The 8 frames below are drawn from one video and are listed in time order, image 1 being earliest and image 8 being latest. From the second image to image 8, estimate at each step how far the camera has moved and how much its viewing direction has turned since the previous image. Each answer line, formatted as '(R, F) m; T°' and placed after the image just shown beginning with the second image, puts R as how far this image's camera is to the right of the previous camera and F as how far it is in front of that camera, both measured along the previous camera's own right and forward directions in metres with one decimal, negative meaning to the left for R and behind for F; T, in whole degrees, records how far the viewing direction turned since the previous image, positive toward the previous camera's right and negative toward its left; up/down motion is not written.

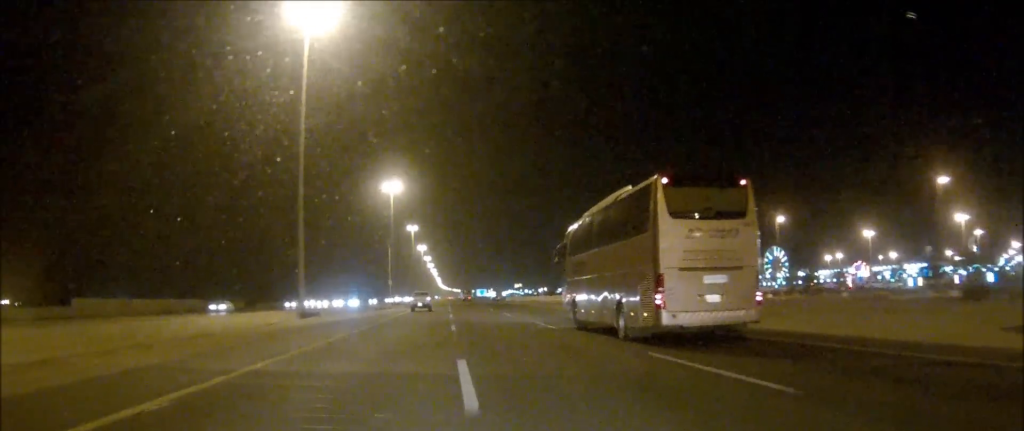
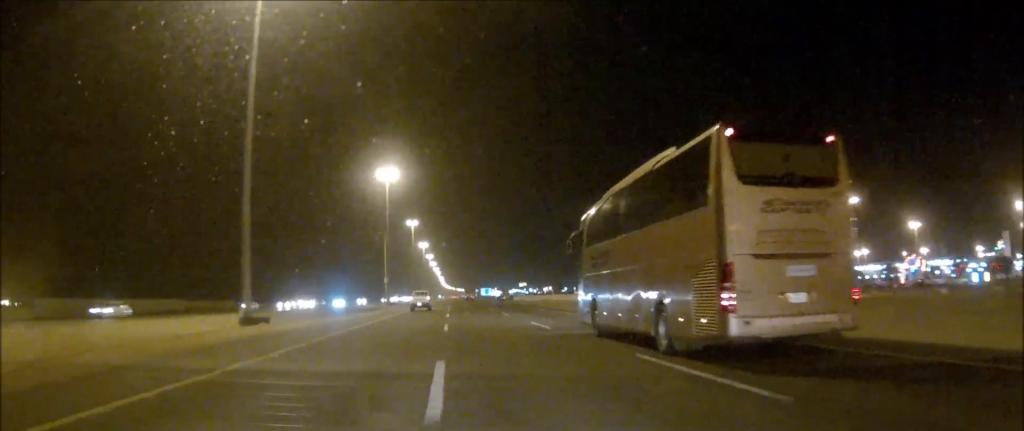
(0.0, +18.4) m; 0°
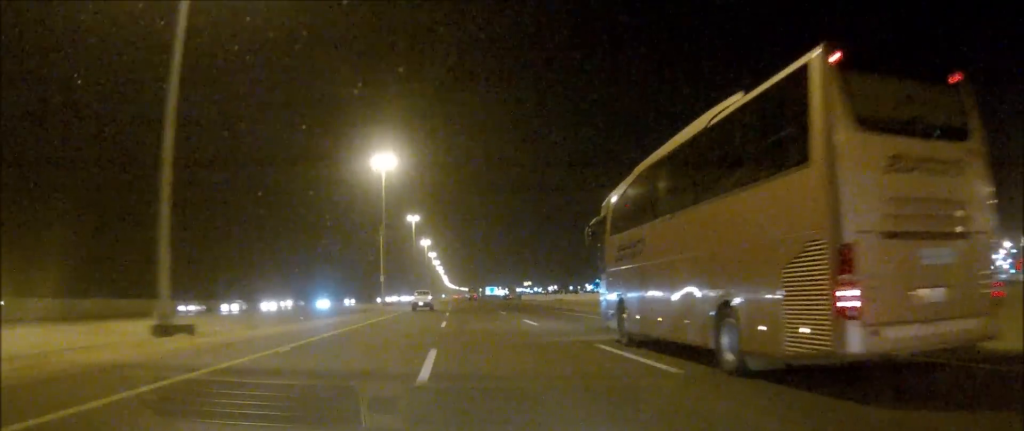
(-0.1, +14.9) m; 0°
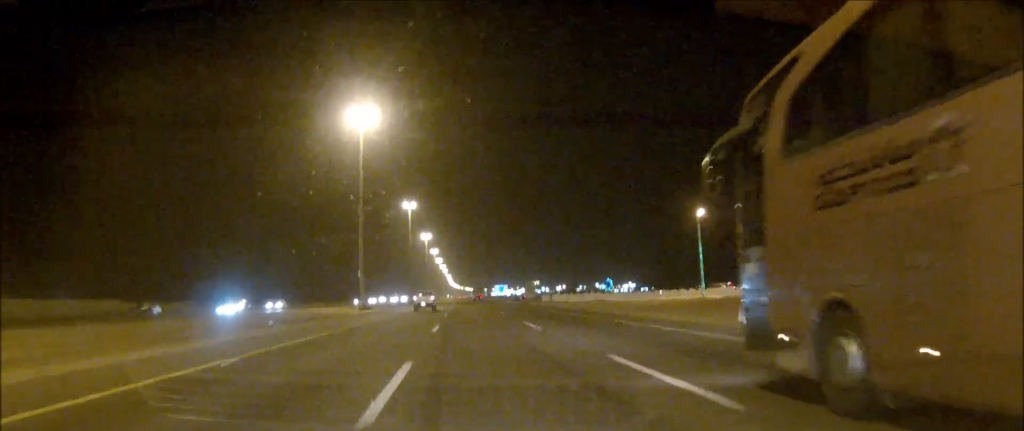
(-0.1, +39.0) m; 0°
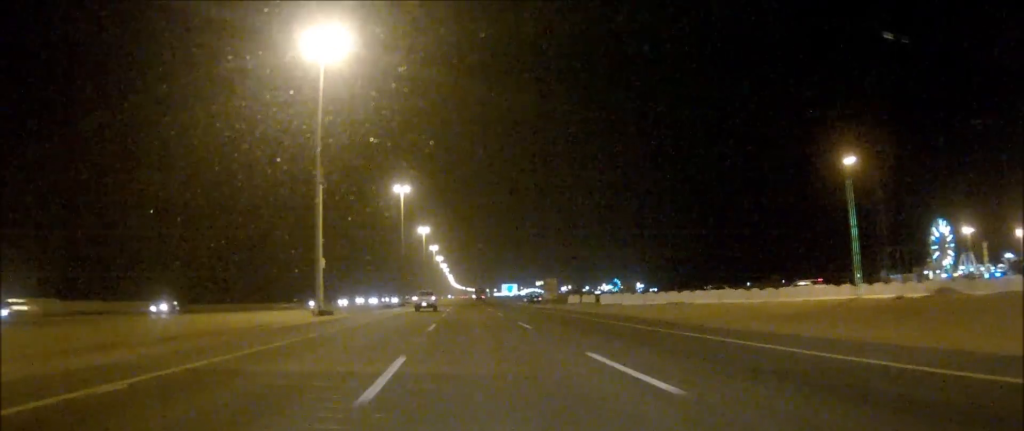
(0.0, +34.4) m; 0°
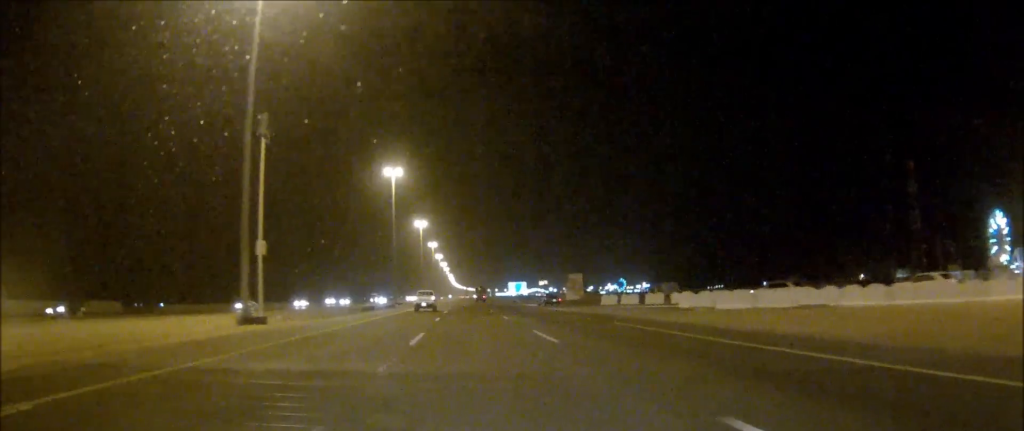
(0.0, +26.4) m; 0°
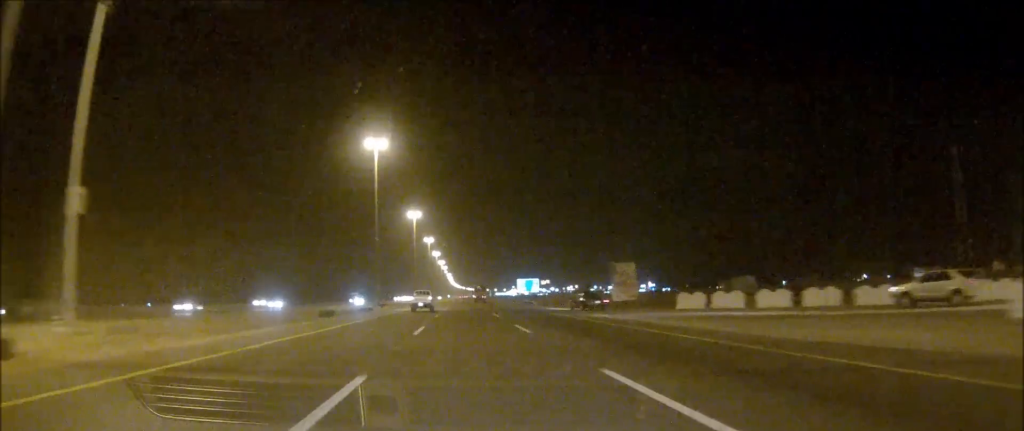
(0.0, +31.0) m; 0°
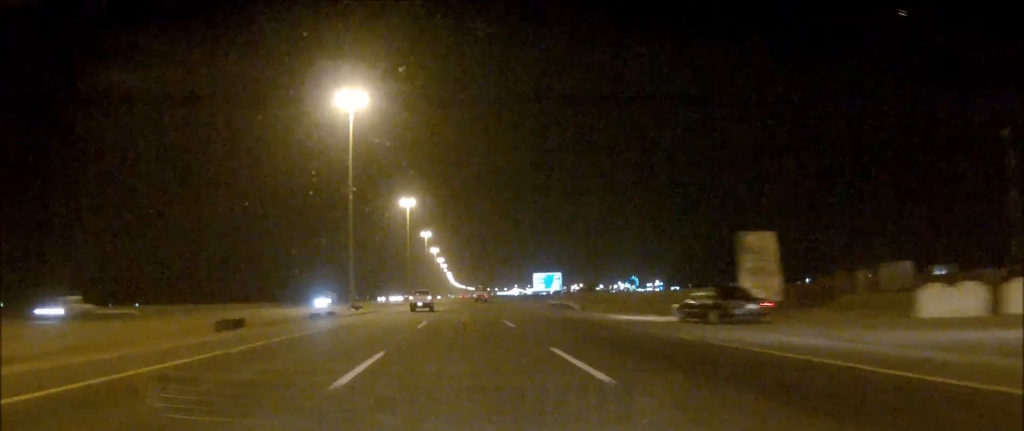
(0.0, +31.0) m; 0°
